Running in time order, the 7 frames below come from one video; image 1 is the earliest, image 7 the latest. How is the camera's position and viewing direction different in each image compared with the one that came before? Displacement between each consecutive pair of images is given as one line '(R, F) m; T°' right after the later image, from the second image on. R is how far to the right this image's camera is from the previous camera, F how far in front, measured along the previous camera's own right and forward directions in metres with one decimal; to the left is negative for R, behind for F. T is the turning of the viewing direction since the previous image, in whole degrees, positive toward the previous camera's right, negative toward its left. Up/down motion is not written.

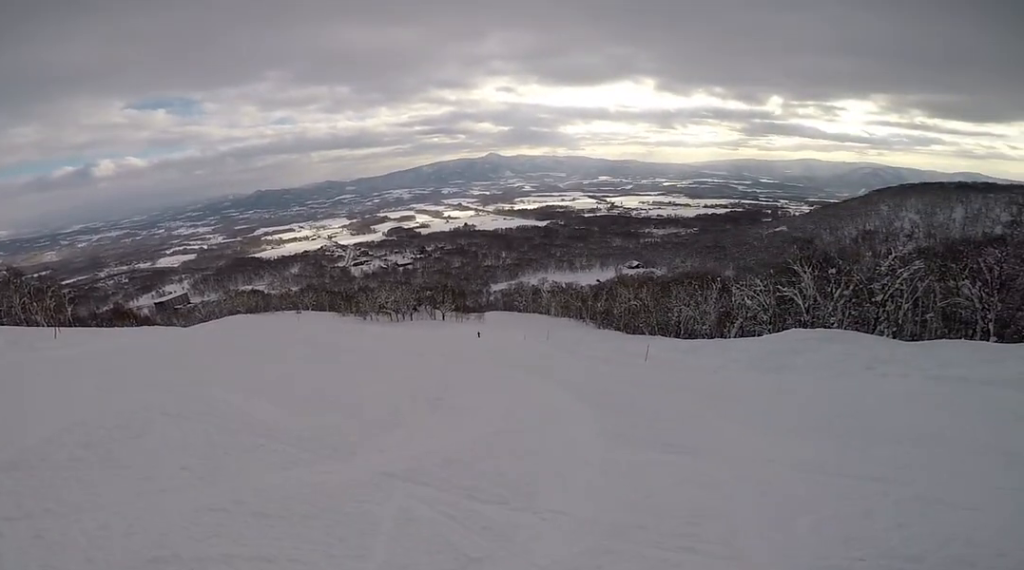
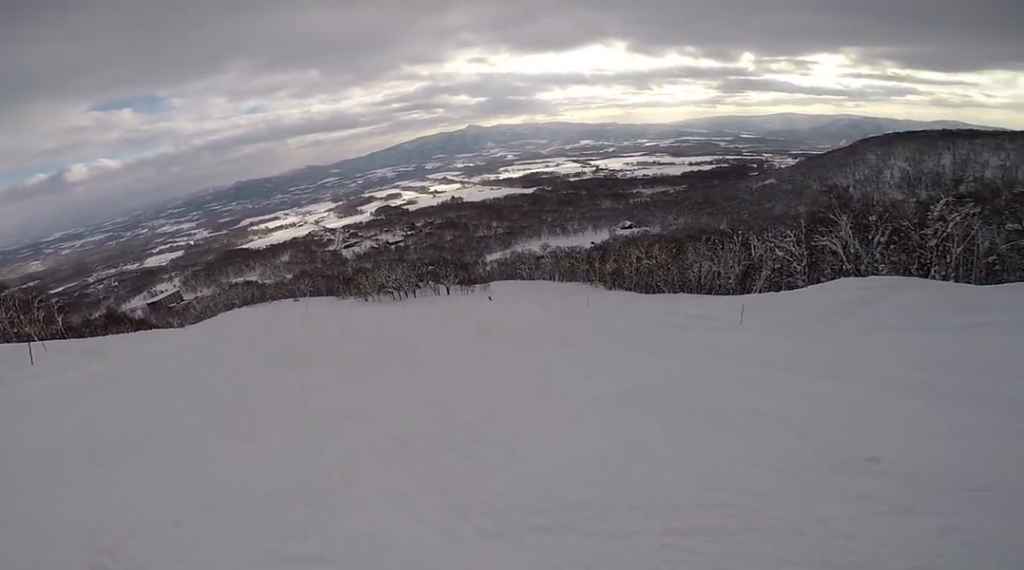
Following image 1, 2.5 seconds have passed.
(+2.0, +6.8) m; +42°
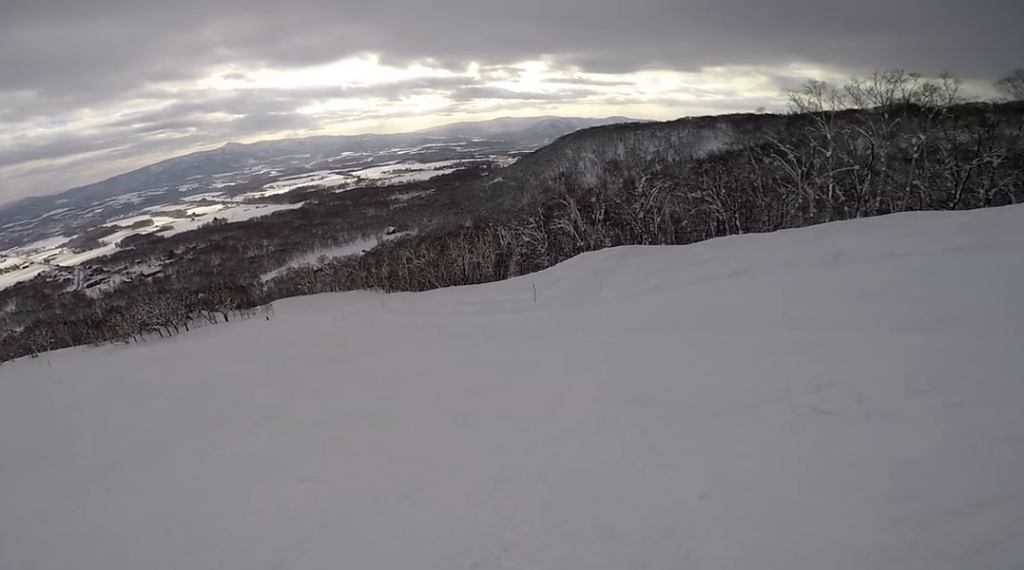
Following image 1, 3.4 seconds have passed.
(+0.4, +3.0) m; +27°
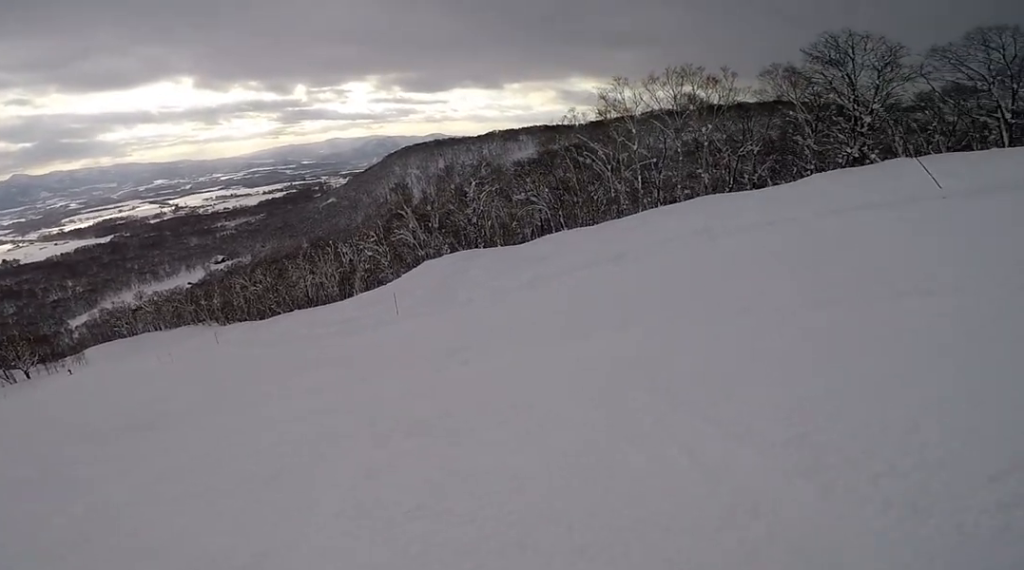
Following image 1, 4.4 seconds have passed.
(+1.1, +3.4) m; +13°
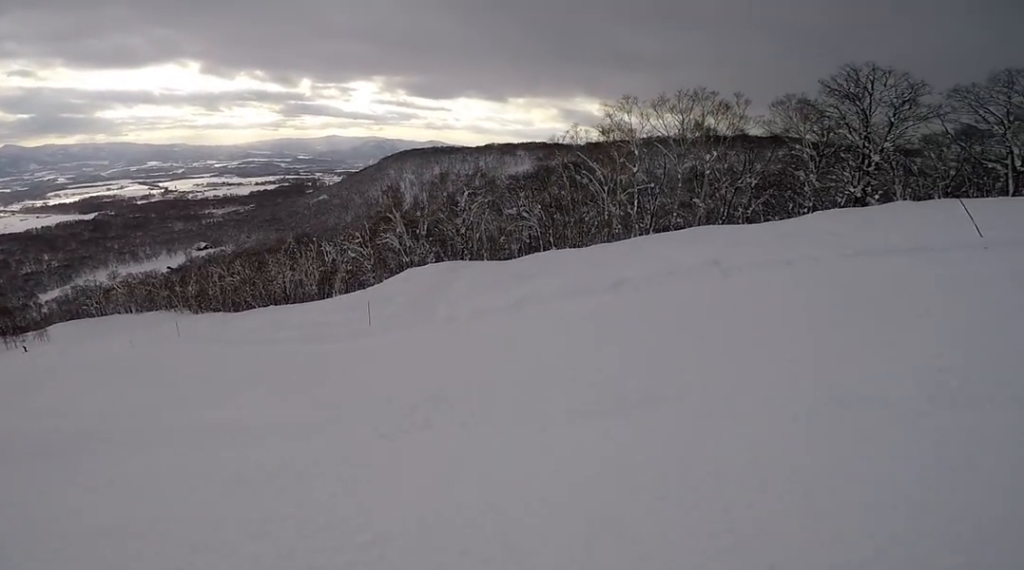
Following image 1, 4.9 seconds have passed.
(+0.1, +2.1) m; -4°
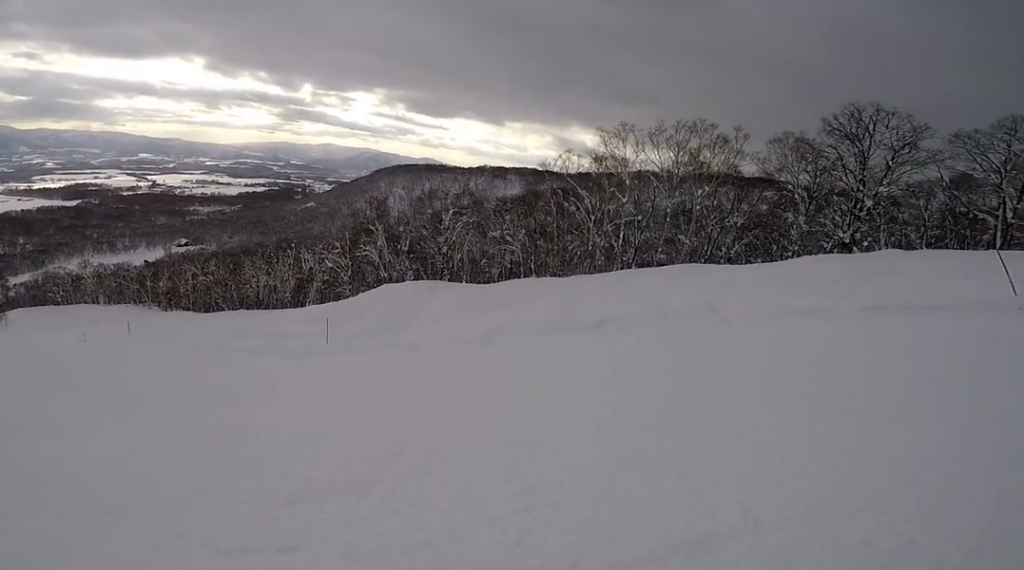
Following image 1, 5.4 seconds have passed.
(-0.1, +2.3) m; -15°
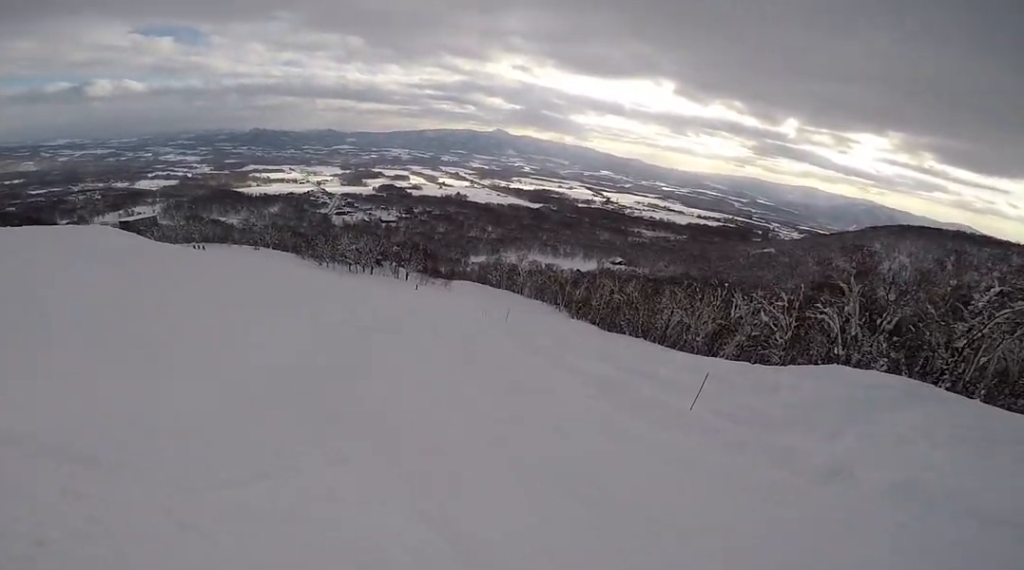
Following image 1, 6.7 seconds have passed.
(-1.7, +5.2) m; -26°
